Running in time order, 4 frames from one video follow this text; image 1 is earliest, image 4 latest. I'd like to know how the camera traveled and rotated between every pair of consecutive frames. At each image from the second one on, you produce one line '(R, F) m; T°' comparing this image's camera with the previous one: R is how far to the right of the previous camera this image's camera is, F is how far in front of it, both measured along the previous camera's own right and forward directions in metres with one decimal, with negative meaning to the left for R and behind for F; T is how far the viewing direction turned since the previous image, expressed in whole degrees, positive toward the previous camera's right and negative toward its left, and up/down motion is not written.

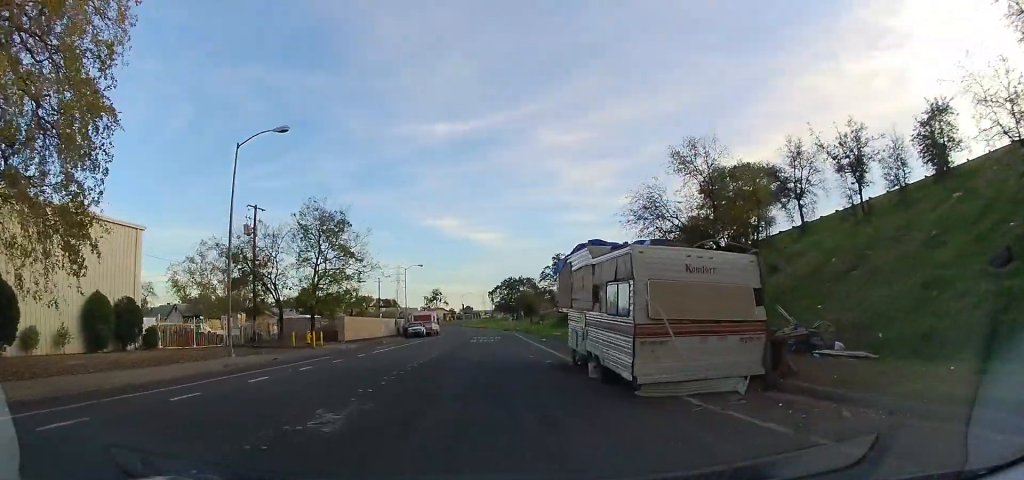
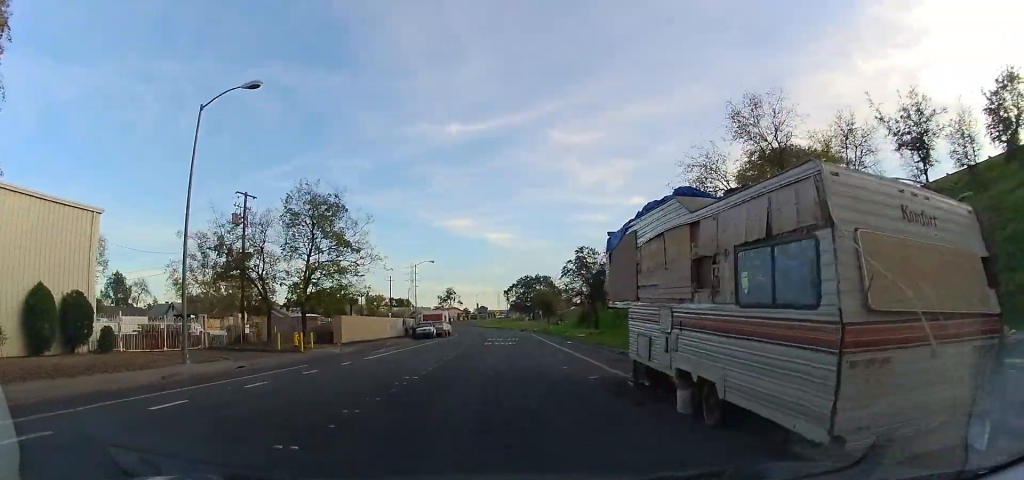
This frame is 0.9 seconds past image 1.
(+0.2, +4.7) m; -4°
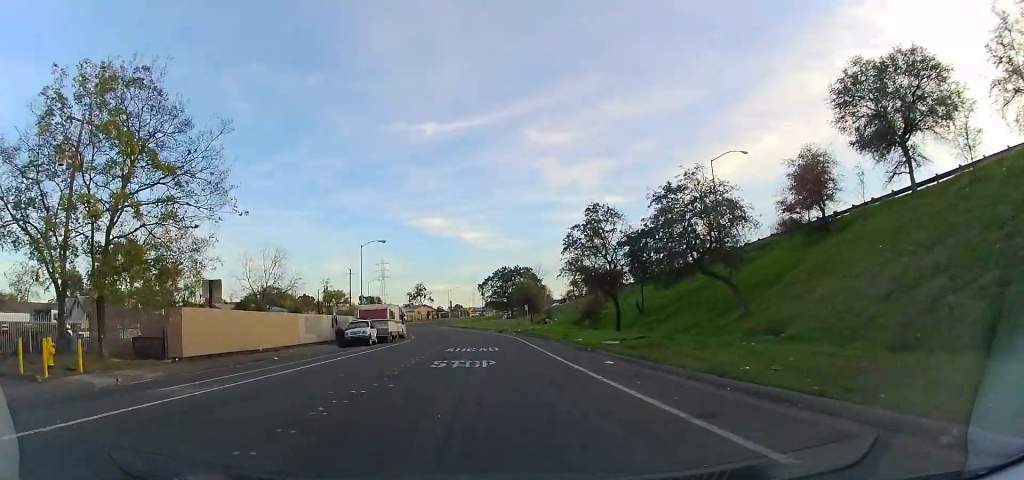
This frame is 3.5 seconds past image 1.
(0.0, +16.3) m; +2°
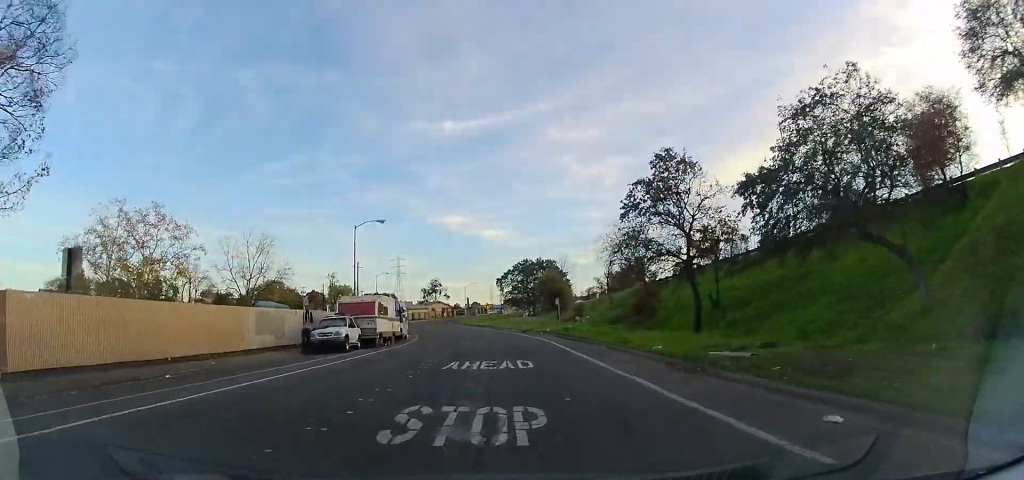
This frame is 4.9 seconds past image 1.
(+0.1, +9.4) m; 0°
